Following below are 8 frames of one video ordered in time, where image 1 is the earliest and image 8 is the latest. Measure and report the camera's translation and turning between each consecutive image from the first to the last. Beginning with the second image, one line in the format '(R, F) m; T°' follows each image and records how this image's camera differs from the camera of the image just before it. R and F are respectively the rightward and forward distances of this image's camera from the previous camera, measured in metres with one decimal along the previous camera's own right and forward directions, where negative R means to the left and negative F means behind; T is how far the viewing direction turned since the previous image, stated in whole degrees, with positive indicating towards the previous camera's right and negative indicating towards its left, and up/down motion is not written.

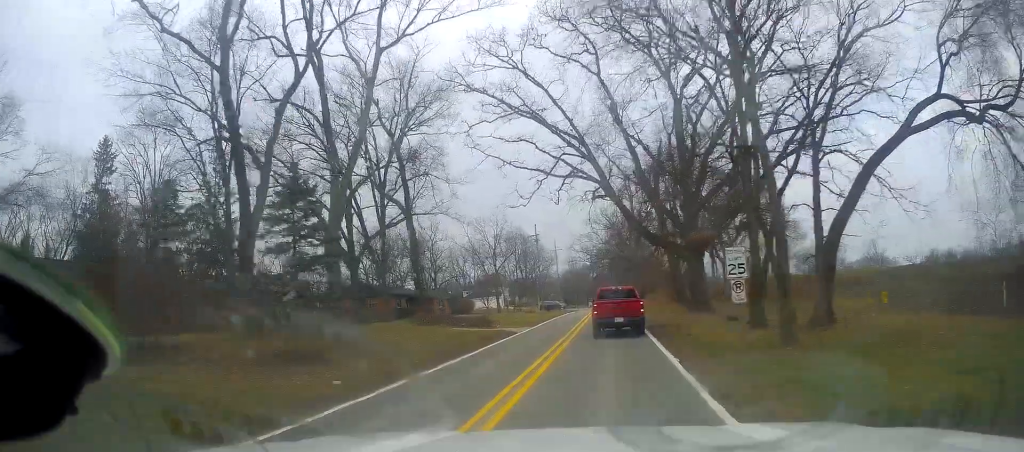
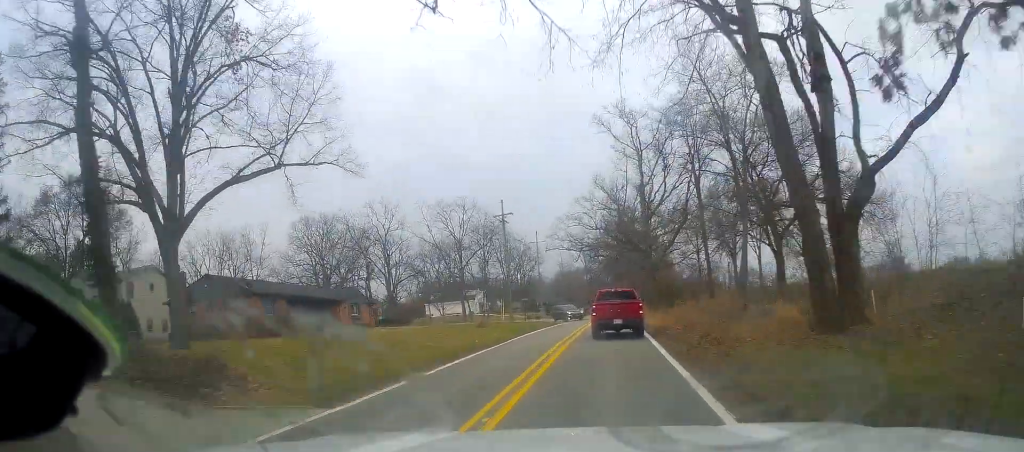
(0.0, +28.3) m; +3°
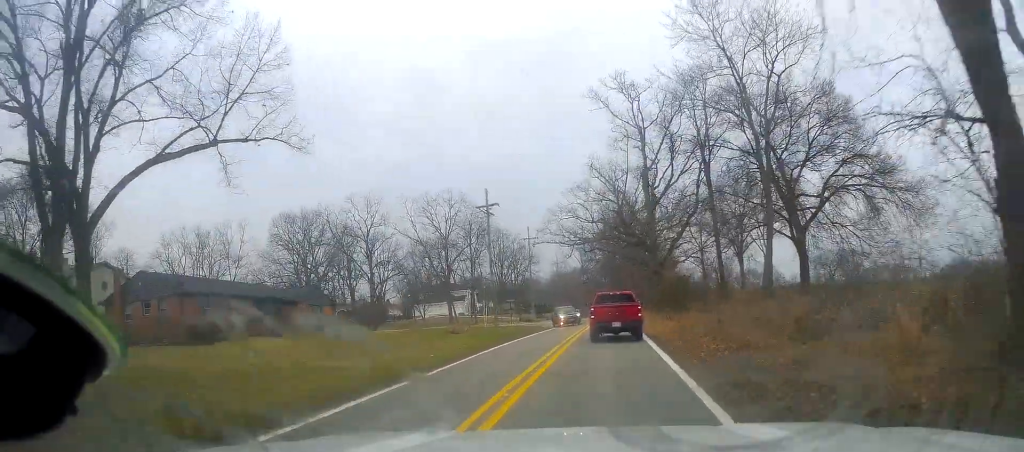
(+0.1, +7.6) m; 0°
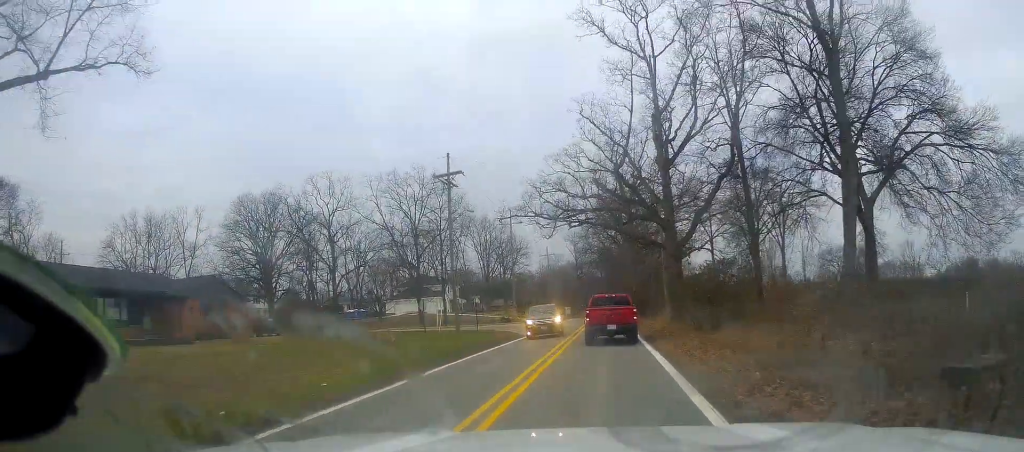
(-0.3, +14.1) m; -2°
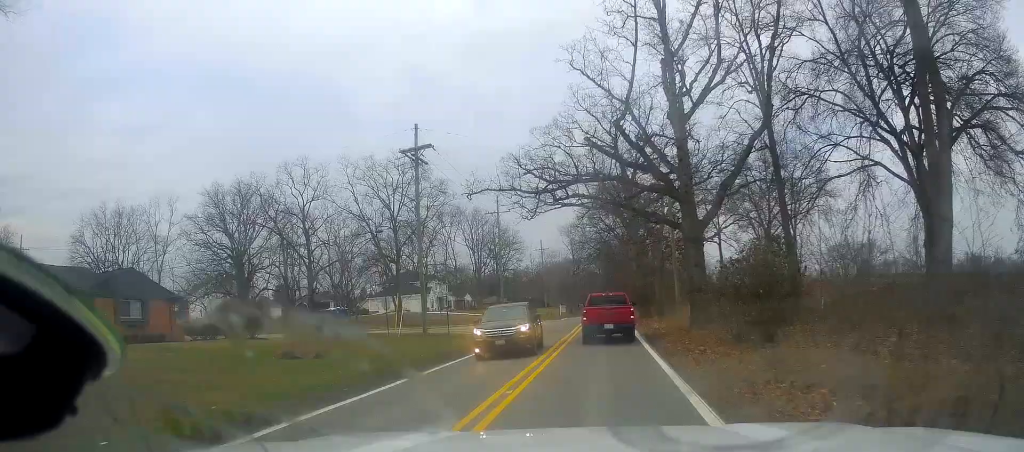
(-0.2, +8.0) m; 0°
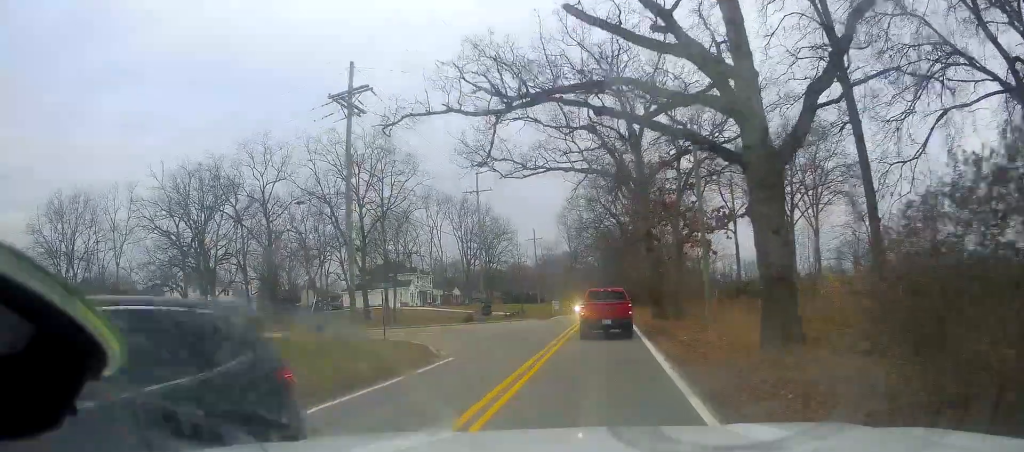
(+0.4, +11.0) m; 0°
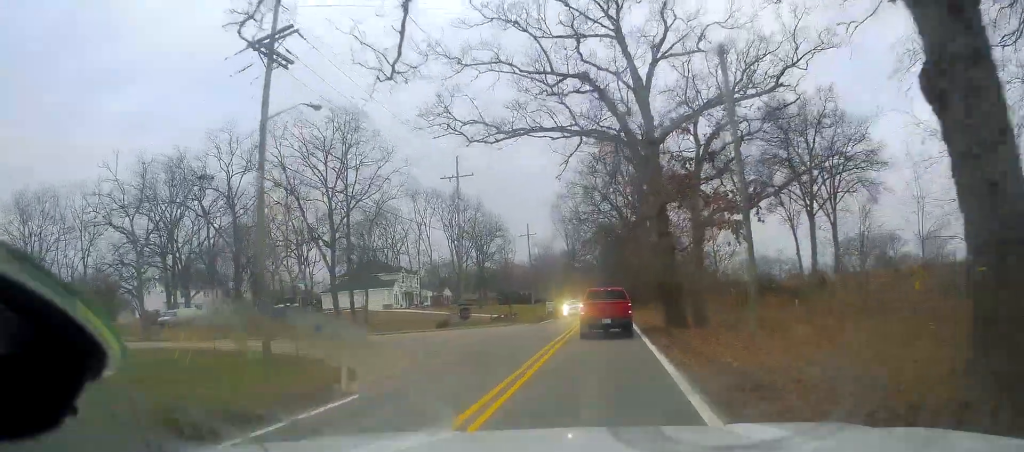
(-0.3, +7.7) m; 0°
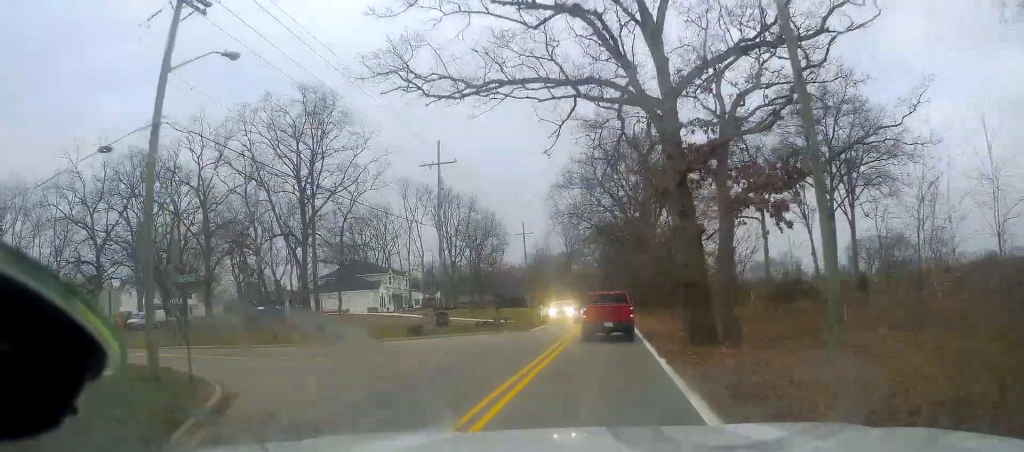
(0.0, +6.2) m; +1°
